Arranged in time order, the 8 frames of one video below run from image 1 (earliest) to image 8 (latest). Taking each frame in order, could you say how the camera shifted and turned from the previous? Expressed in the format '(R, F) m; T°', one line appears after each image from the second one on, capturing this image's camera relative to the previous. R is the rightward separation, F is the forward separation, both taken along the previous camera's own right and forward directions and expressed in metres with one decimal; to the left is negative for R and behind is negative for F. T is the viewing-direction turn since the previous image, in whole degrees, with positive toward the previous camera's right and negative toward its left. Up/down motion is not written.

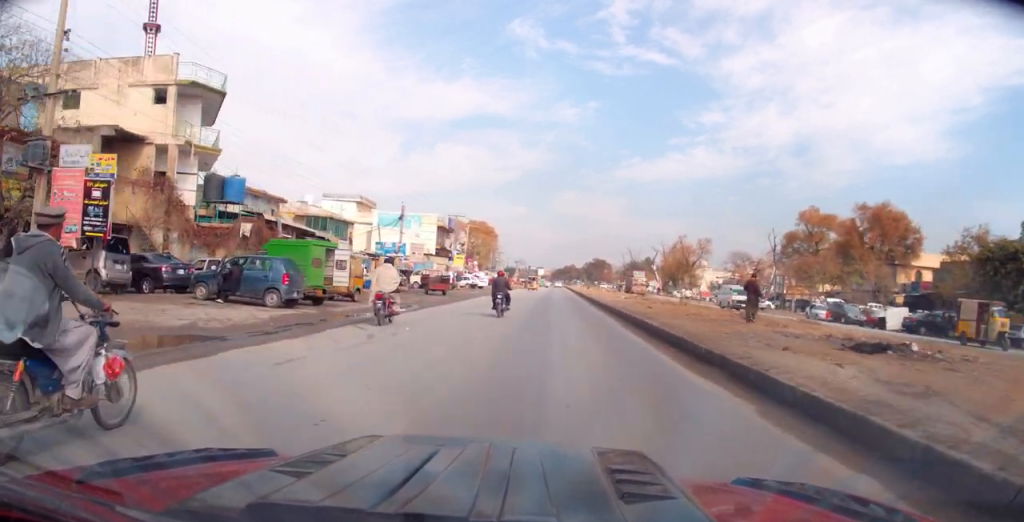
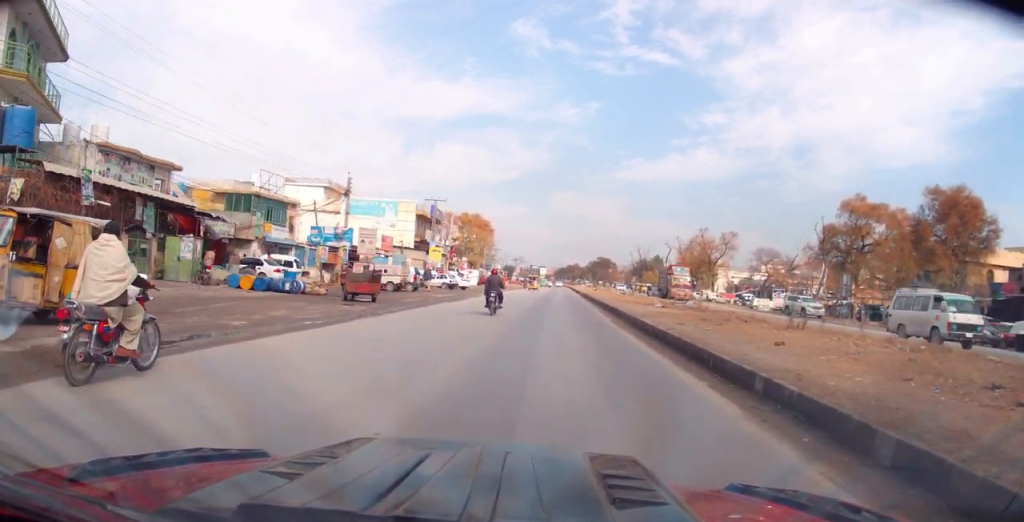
(+0.4, +15.4) m; +2°
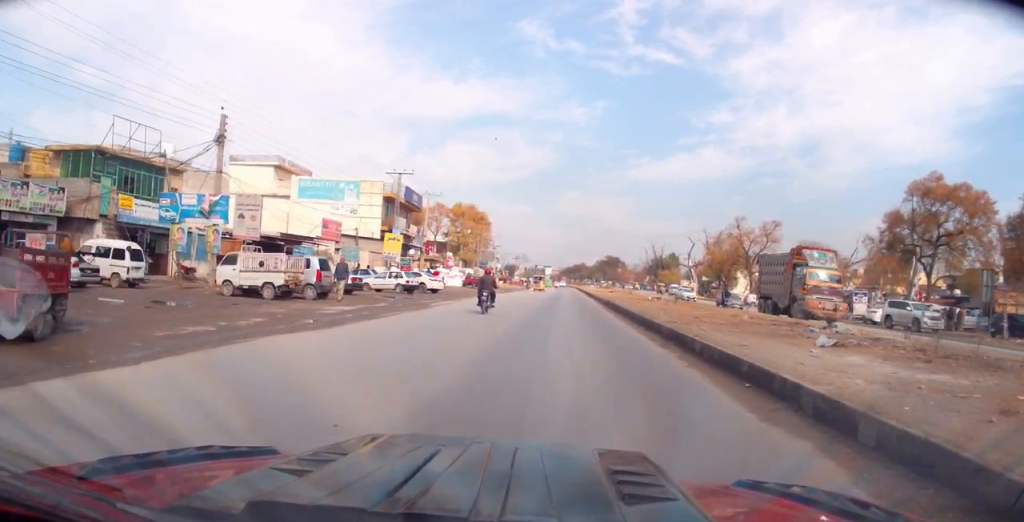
(-0.2, +18.0) m; 0°
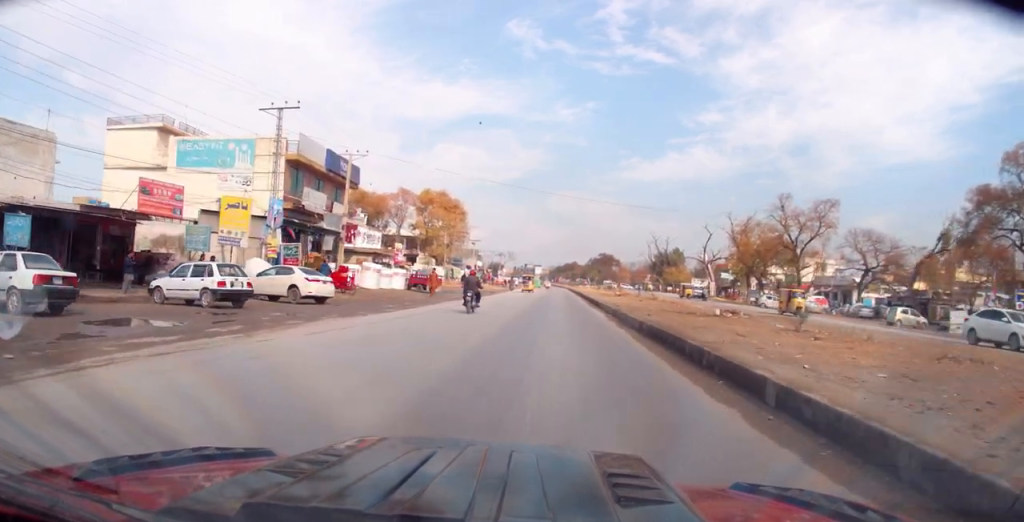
(+0.1, +20.3) m; 0°
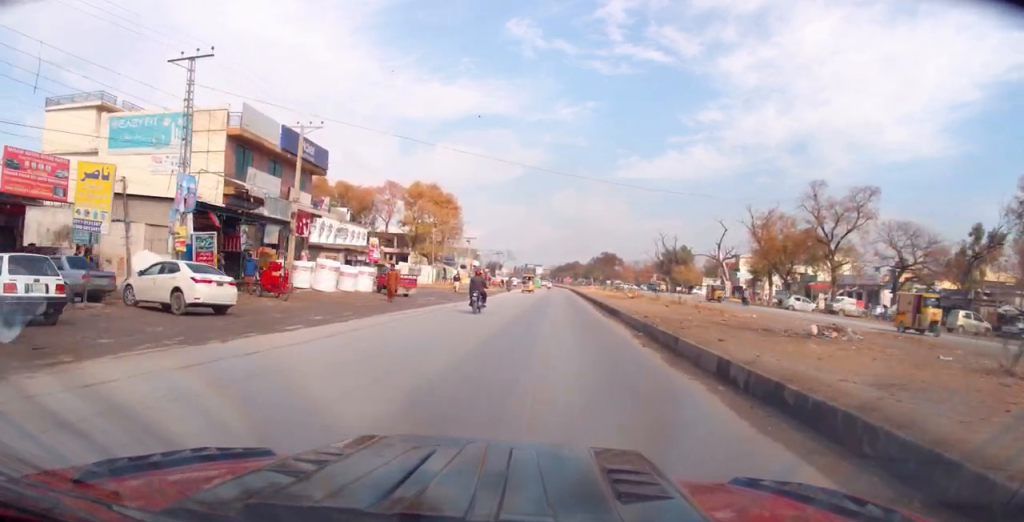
(-0.1, +8.2) m; 0°
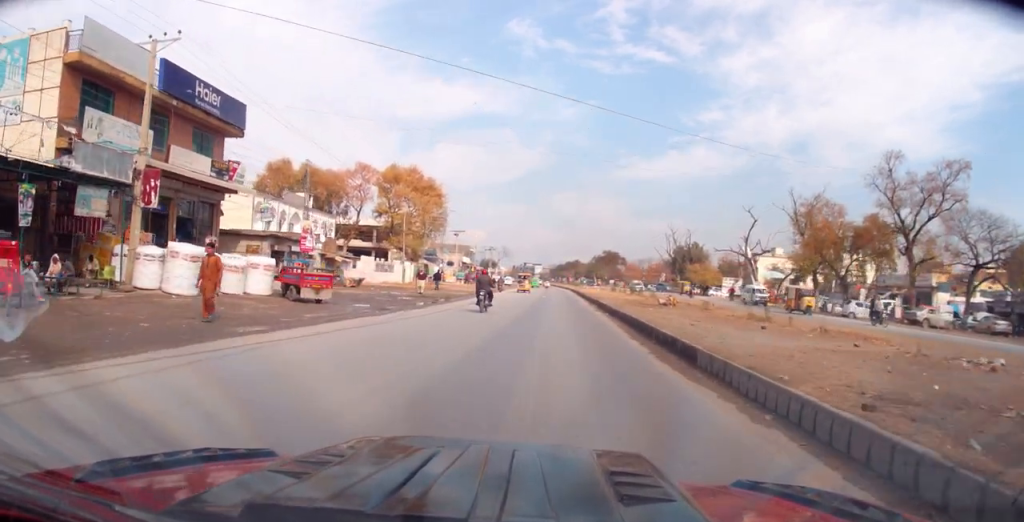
(+0.2, +13.7) m; +1°
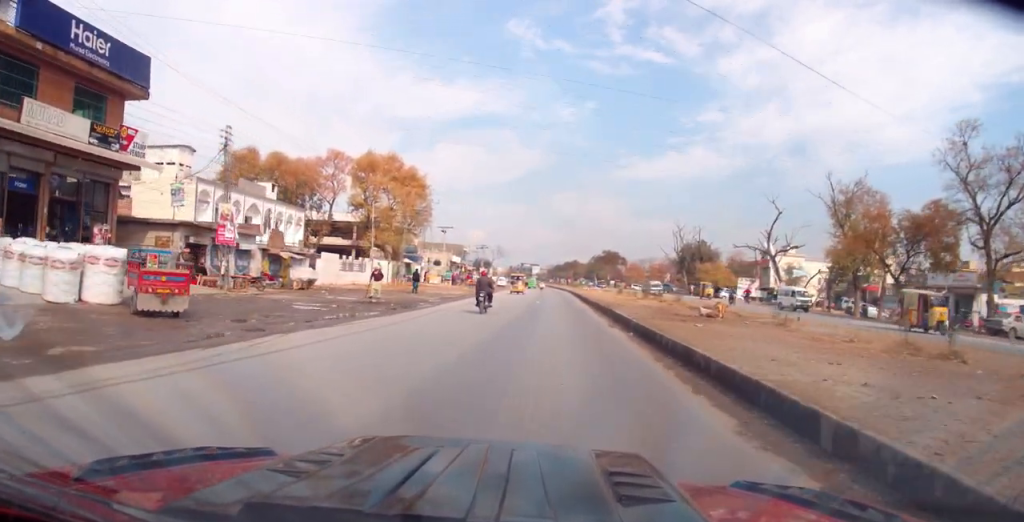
(+0.3, +9.4) m; 0°
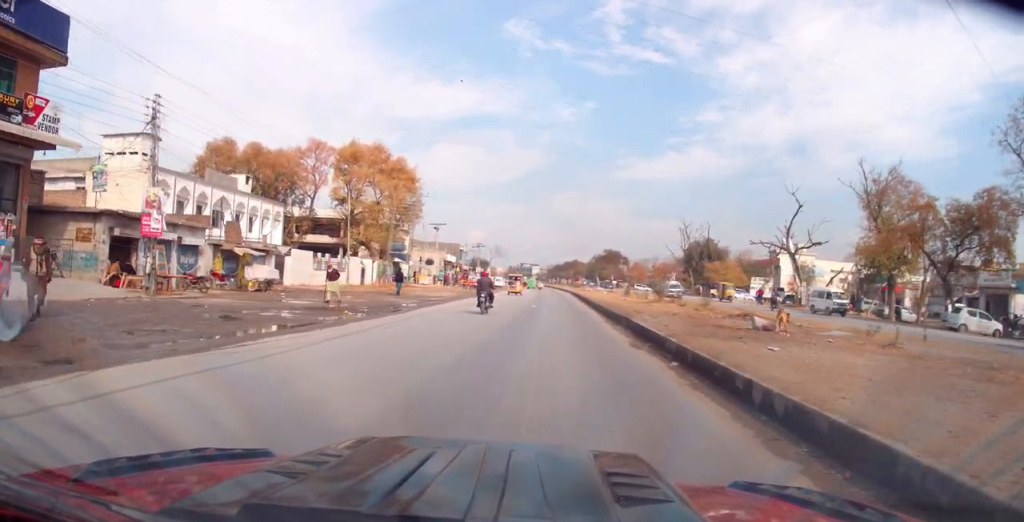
(-0.2, +5.8) m; -1°
